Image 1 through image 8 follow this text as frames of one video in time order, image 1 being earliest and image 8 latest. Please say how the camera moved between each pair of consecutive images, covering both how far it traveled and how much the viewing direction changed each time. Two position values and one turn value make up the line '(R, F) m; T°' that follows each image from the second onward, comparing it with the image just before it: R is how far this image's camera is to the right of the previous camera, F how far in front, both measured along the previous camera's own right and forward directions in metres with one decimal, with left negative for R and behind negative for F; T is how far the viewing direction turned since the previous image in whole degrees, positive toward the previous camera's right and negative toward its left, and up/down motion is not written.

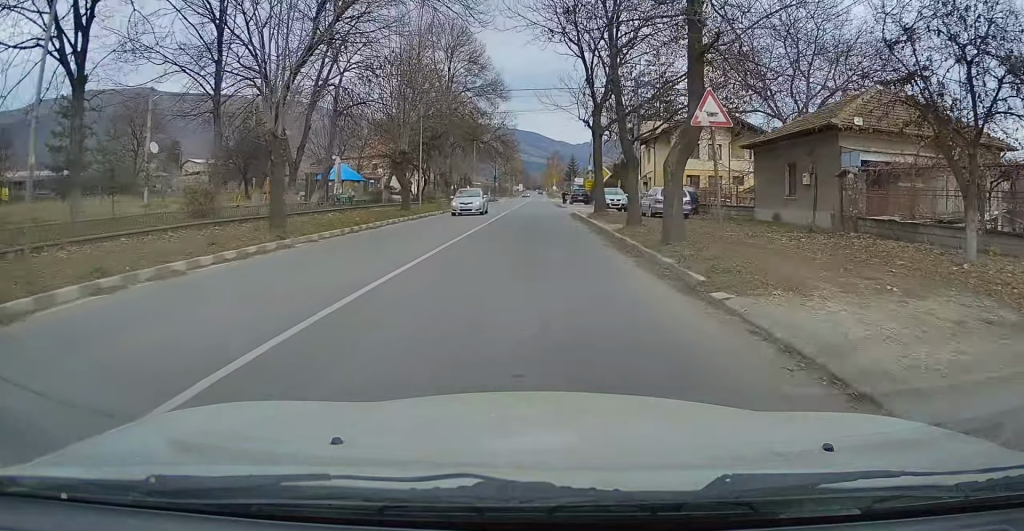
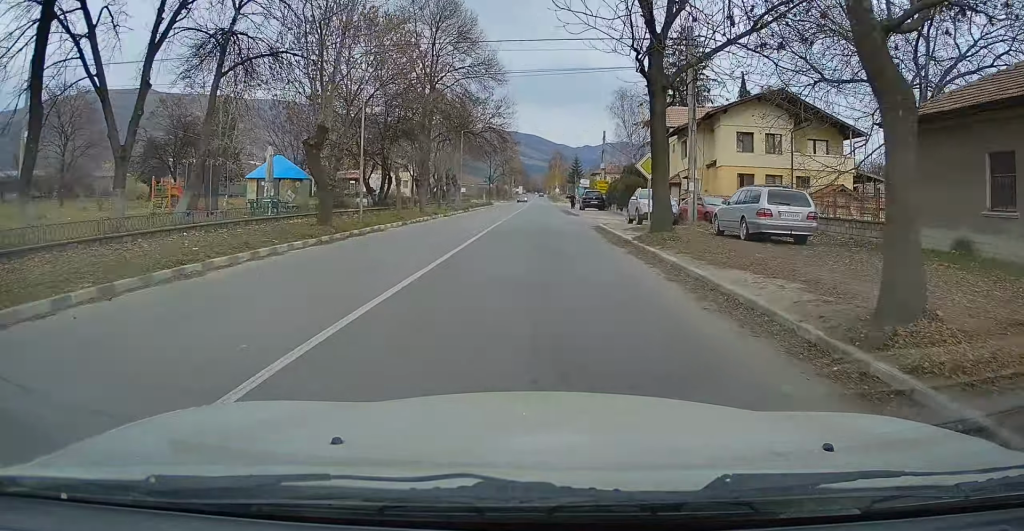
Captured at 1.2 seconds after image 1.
(-0.1, +13.4) m; 0°
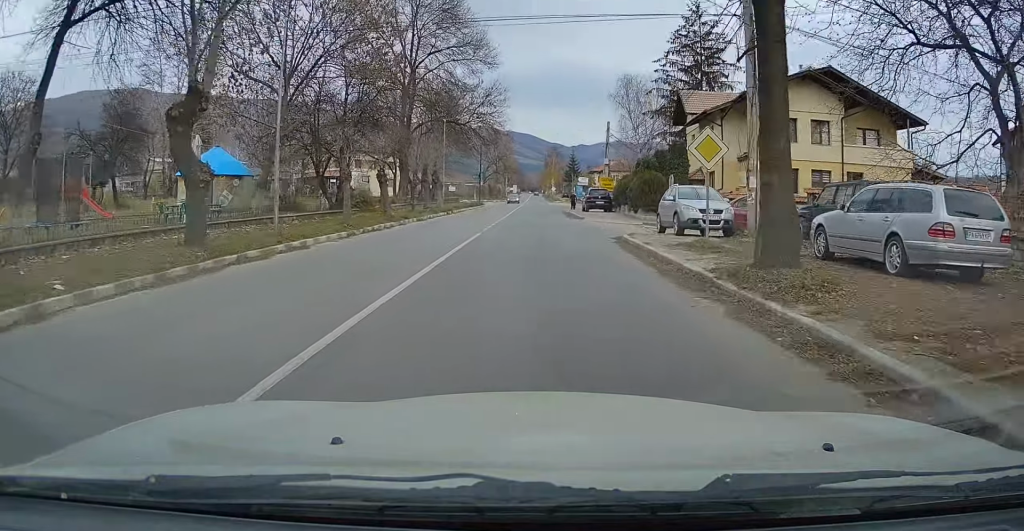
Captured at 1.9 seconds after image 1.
(-0.1, +7.7) m; +1°
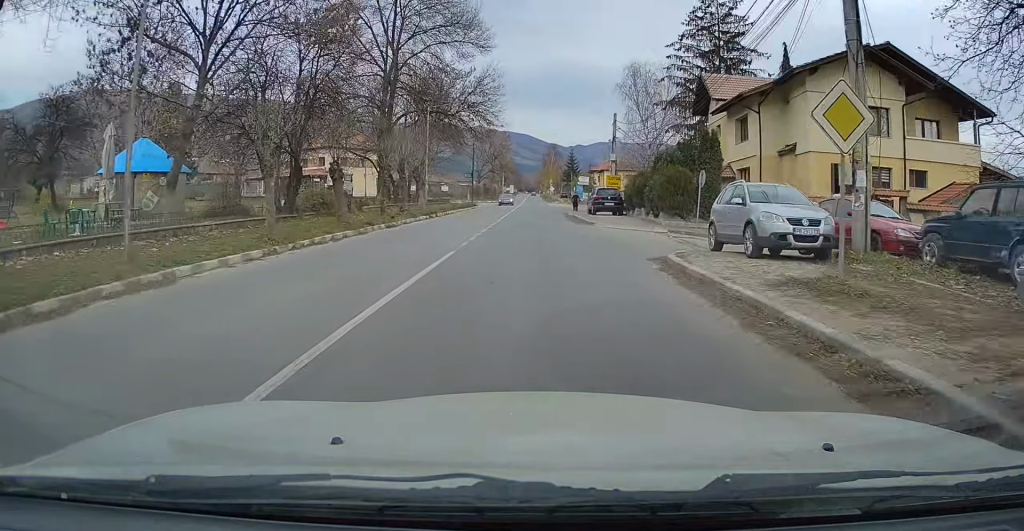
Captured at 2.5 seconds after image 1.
(+0.1, +6.4) m; +1°
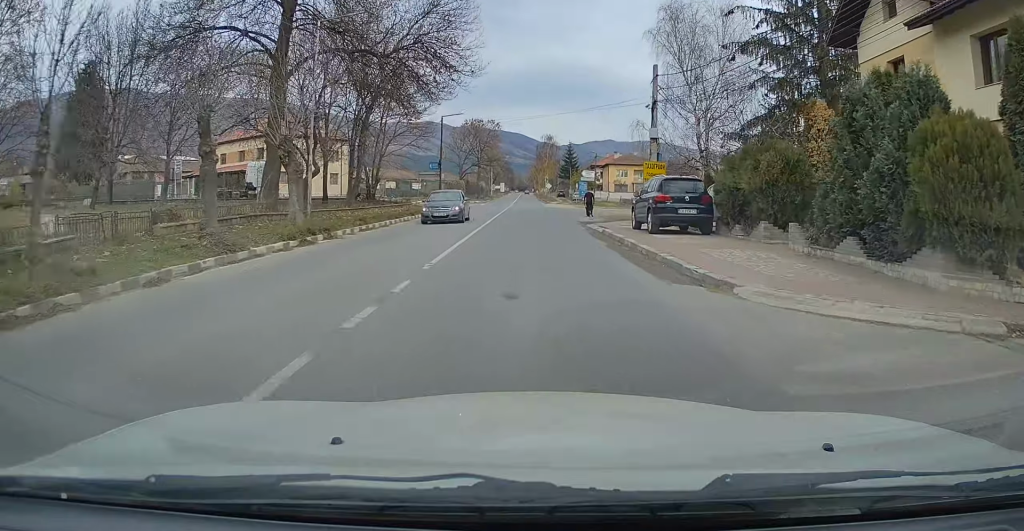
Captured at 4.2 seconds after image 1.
(0.0, +19.7) m; -1°
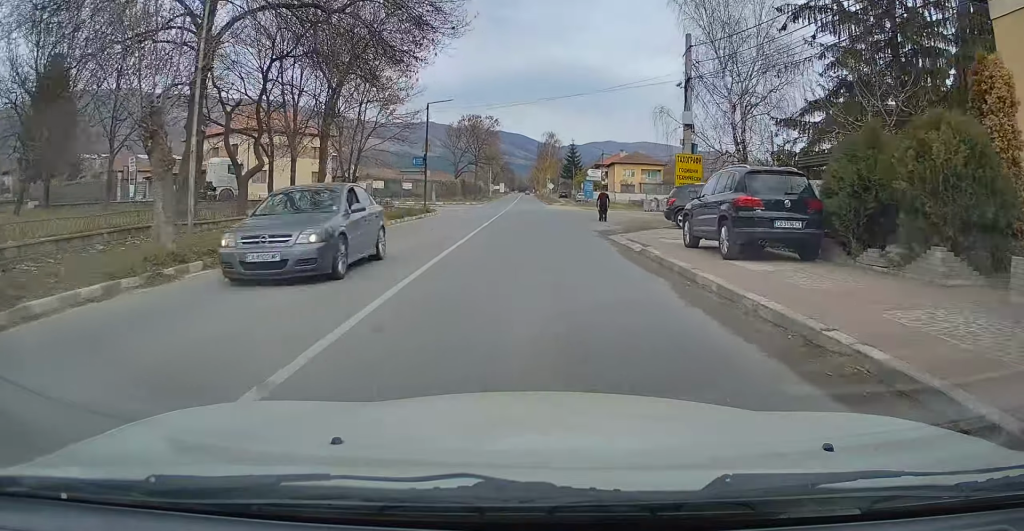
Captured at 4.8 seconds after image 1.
(-0.2, +7.1) m; 0°
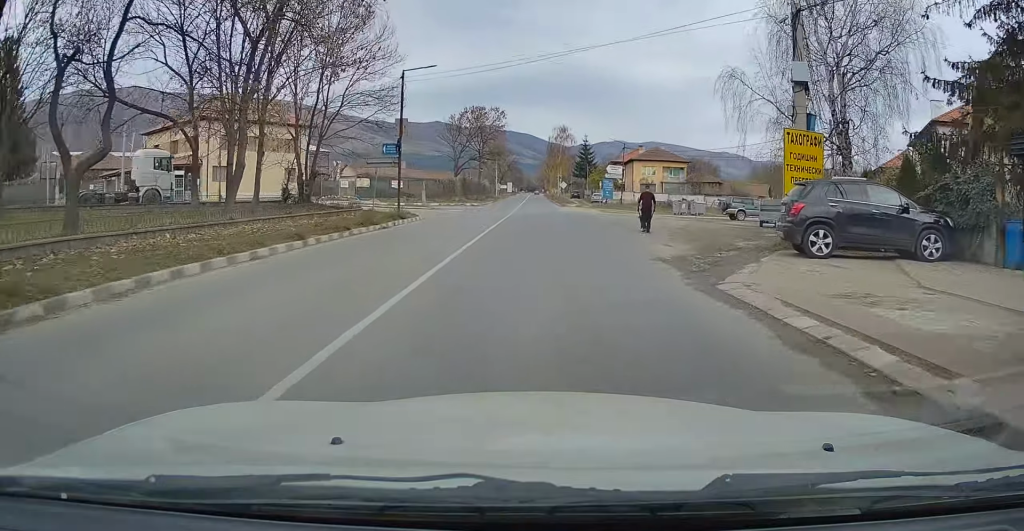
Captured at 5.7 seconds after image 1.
(+0.2, +10.6) m; -1°
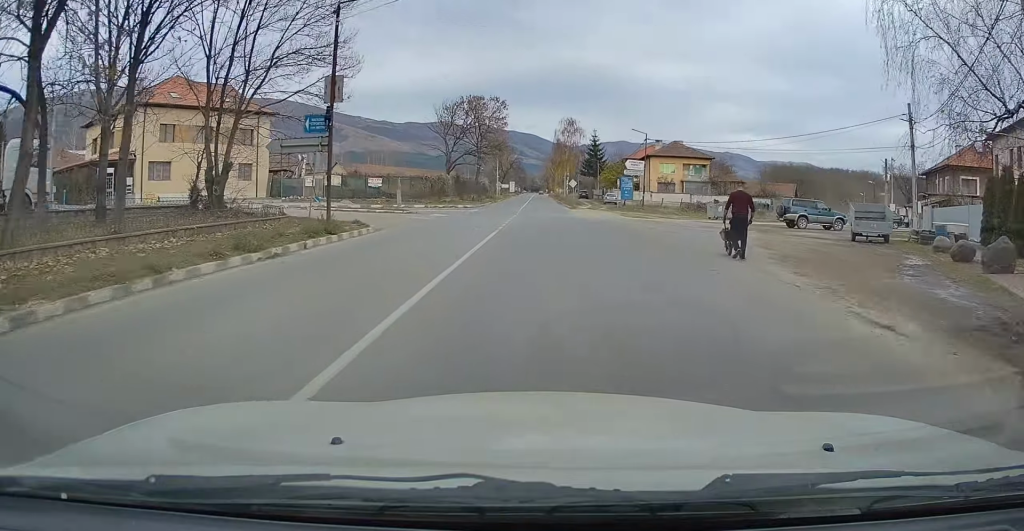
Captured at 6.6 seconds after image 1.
(-0.3, +11.1) m; -1°
